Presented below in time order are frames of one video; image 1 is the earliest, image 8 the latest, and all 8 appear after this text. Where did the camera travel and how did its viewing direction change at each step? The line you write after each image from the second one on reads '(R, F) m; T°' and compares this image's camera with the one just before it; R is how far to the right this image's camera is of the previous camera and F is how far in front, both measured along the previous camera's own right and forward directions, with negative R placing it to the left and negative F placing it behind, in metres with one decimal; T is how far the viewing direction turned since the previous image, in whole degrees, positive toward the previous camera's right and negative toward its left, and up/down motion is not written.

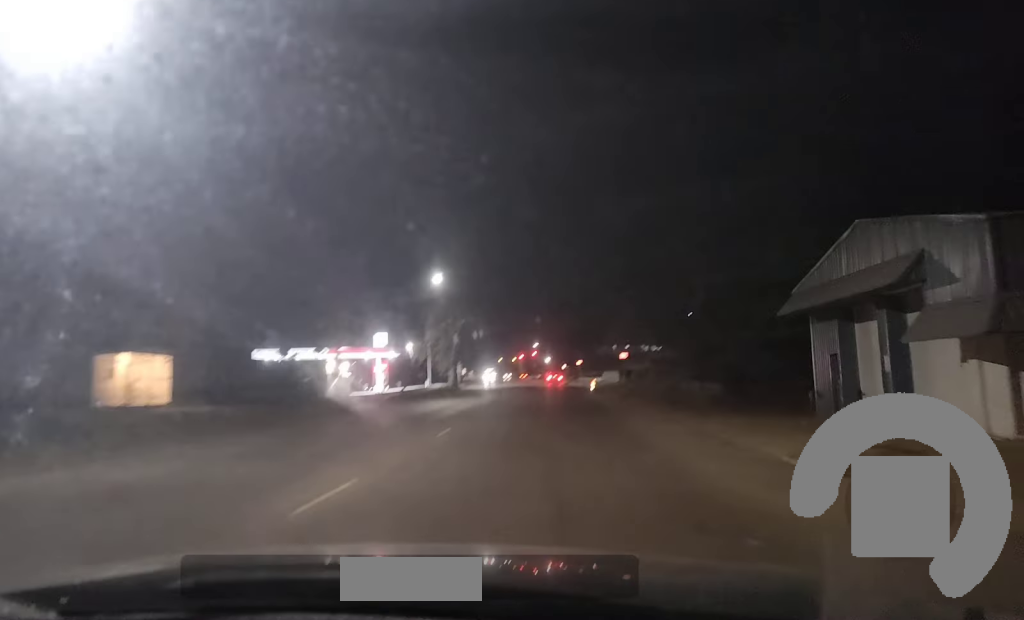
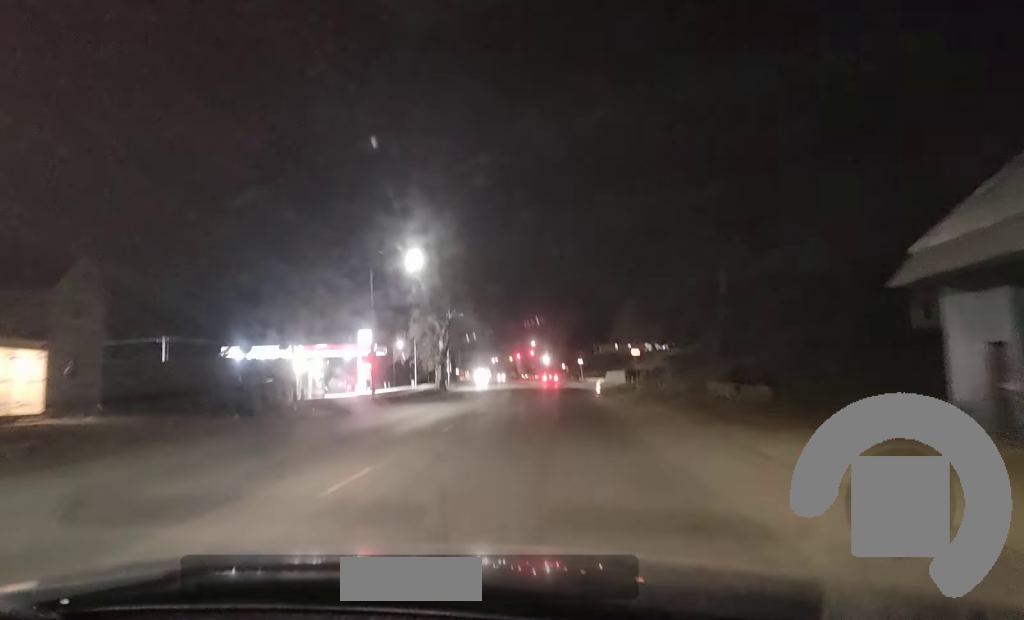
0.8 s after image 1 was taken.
(-0.3, +10.7) m; 0°
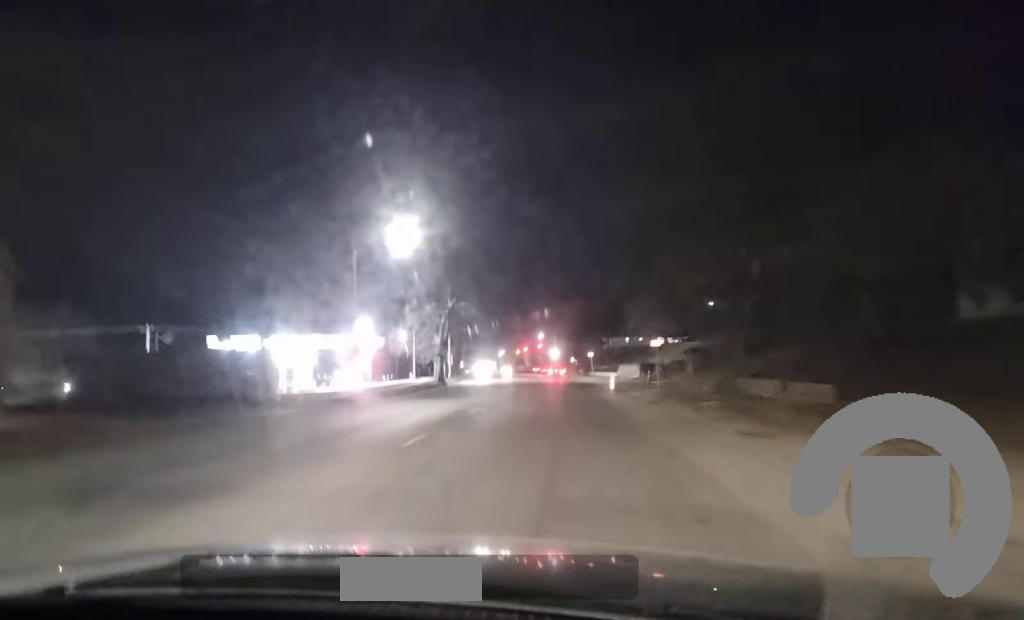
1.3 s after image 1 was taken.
(0.0, +7.3) m; 0°
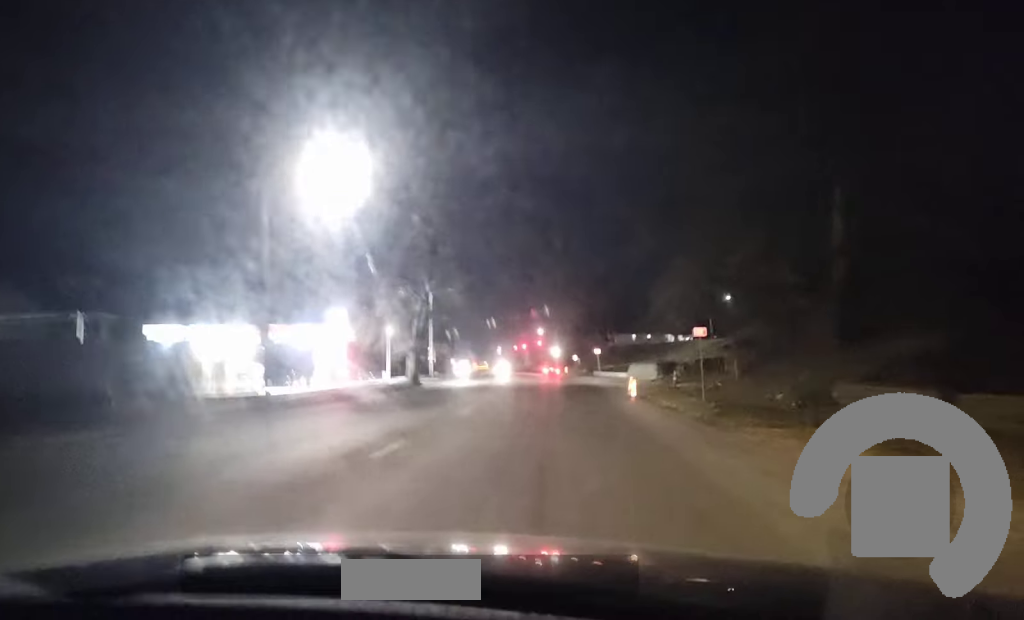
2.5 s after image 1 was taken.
(+0.2, +14.9) m; 0°
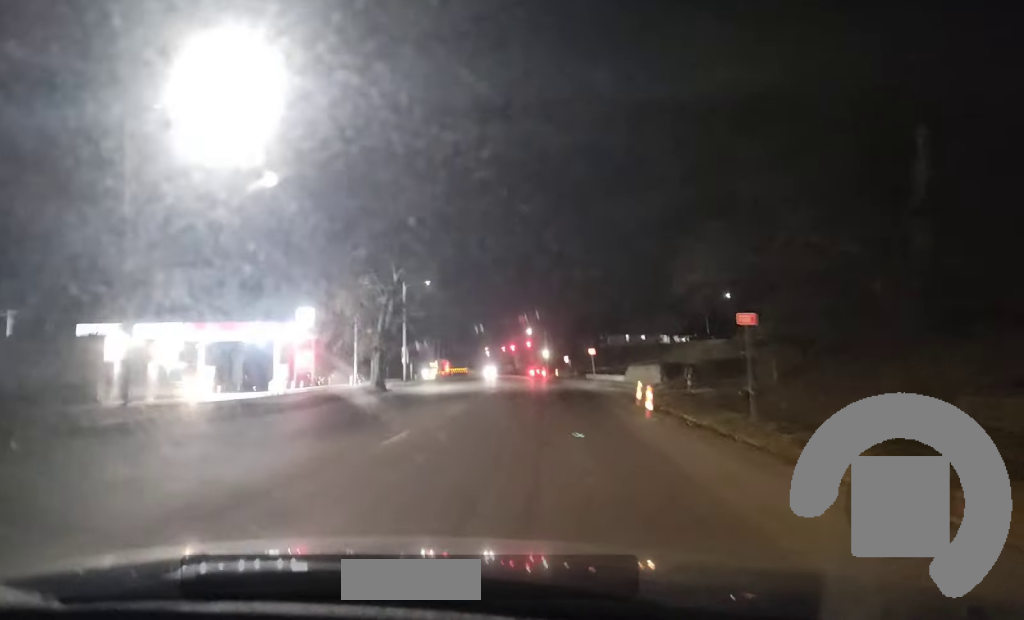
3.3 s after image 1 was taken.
(-0.1, +10.2) m; 0°
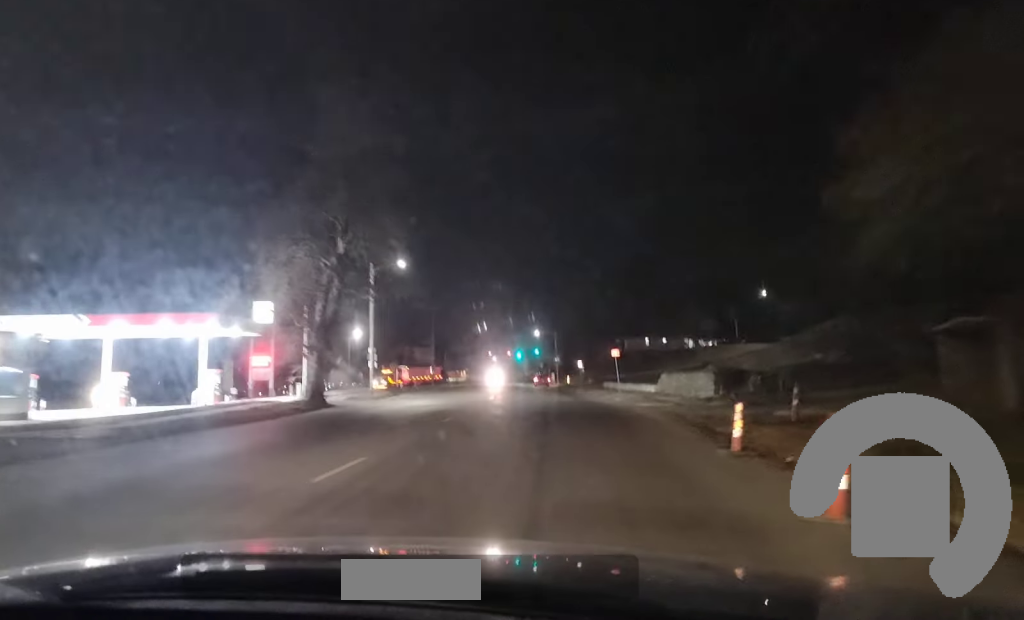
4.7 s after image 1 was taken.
(+0.1, +17.5) m; 0°
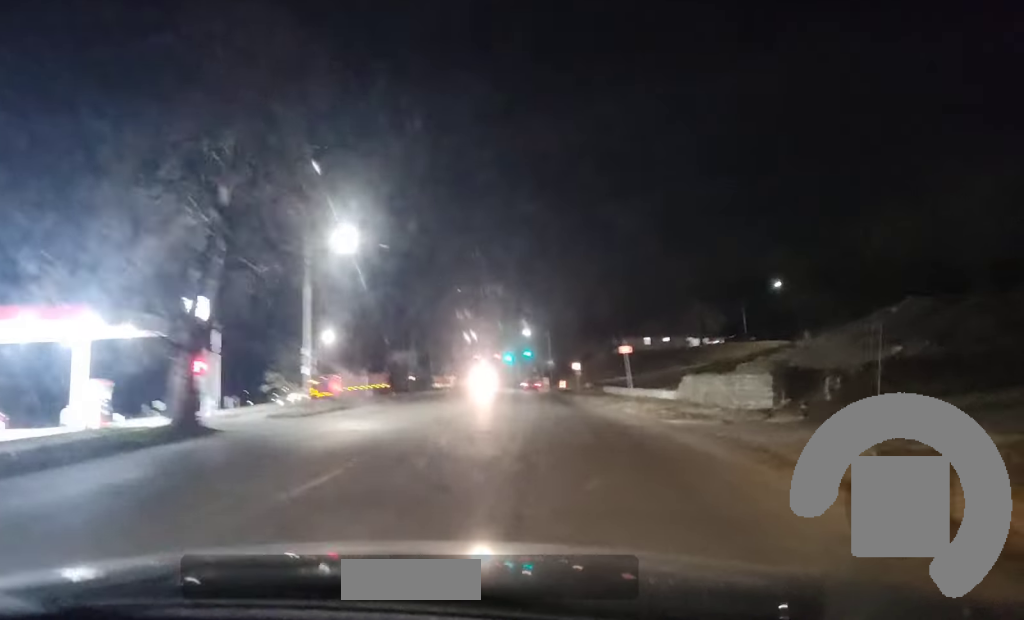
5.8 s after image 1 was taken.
(-0.3, +14.2) m; 0°
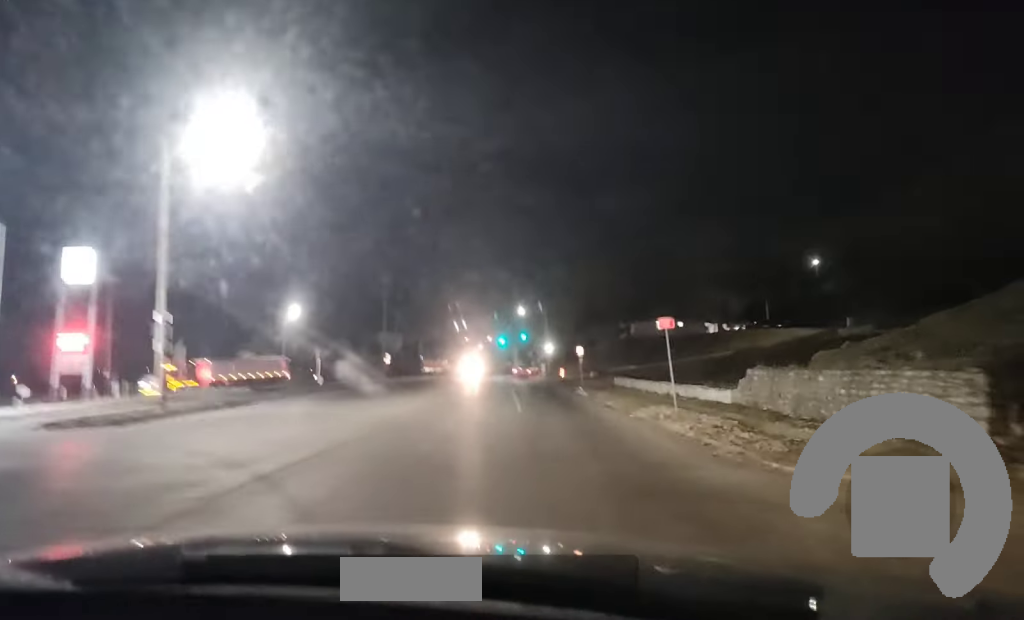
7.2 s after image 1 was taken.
(+0.4, +16.8) m; +1°
